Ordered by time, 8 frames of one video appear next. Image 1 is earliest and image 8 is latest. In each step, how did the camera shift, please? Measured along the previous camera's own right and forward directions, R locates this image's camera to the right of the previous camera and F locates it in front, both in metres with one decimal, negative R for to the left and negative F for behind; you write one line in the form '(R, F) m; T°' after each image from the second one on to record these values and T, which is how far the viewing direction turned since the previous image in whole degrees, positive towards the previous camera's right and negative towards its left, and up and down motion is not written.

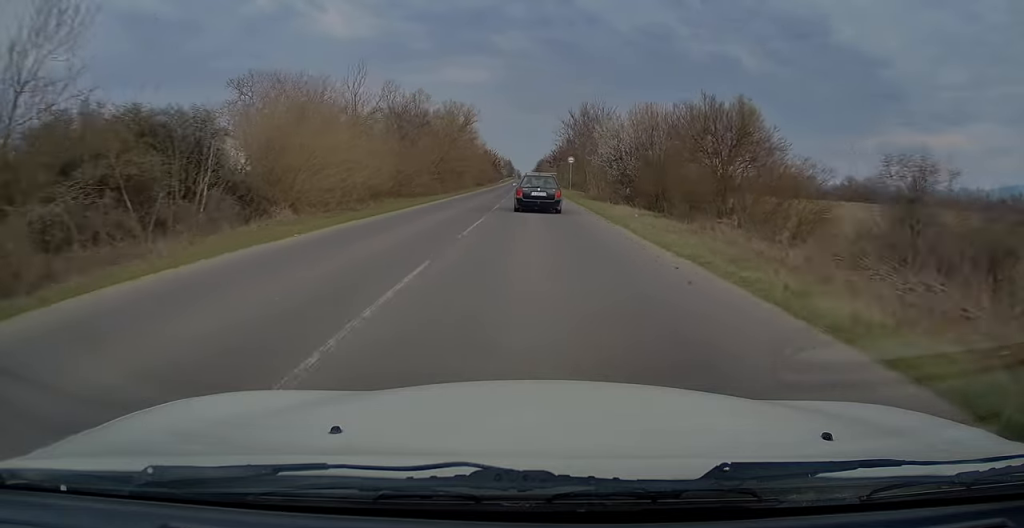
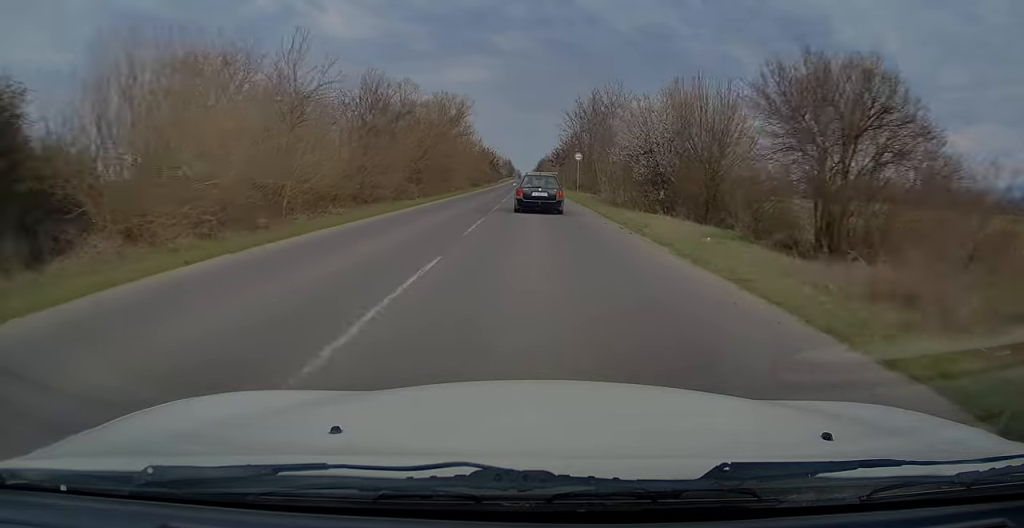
(0.0, +9.0) m; 0°
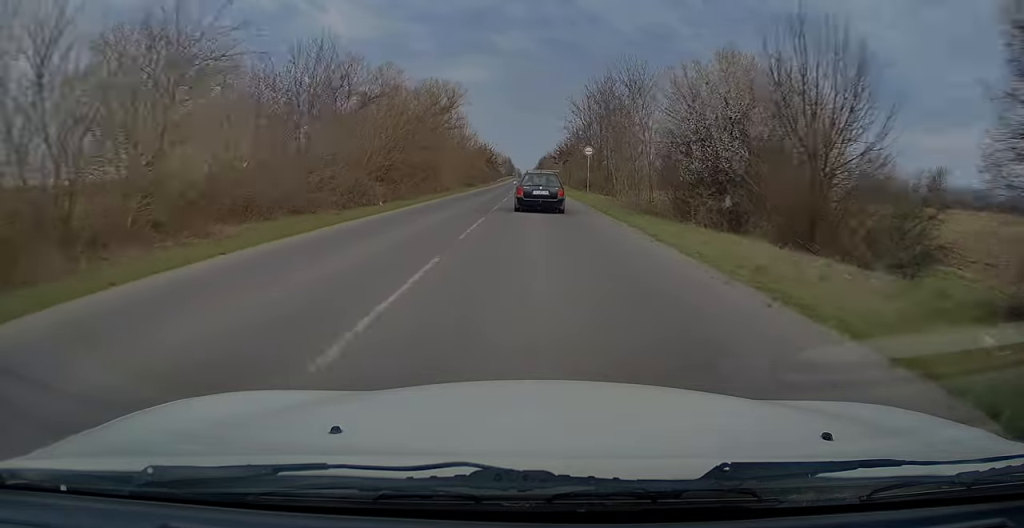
(0.0, +9.0) m; 0°
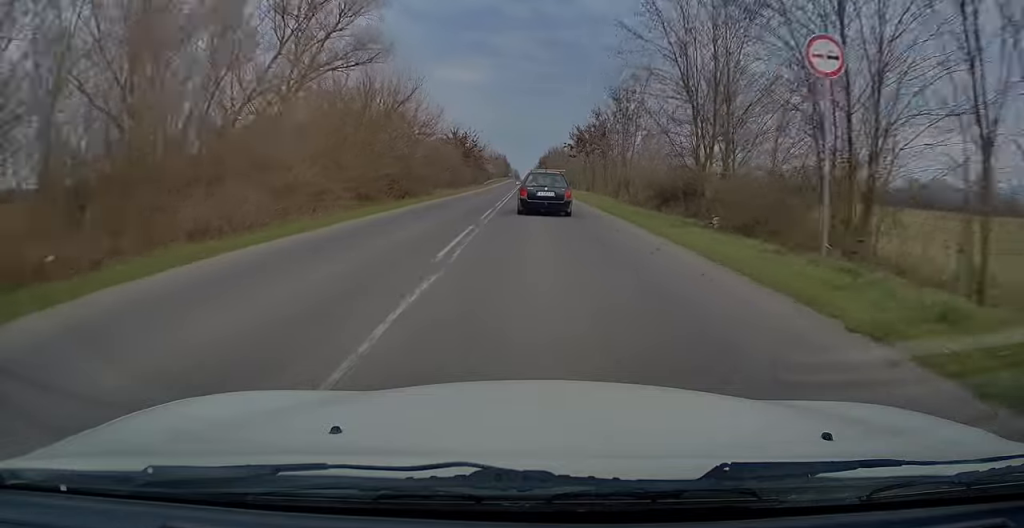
(+0.1, +38.5) m; 0°
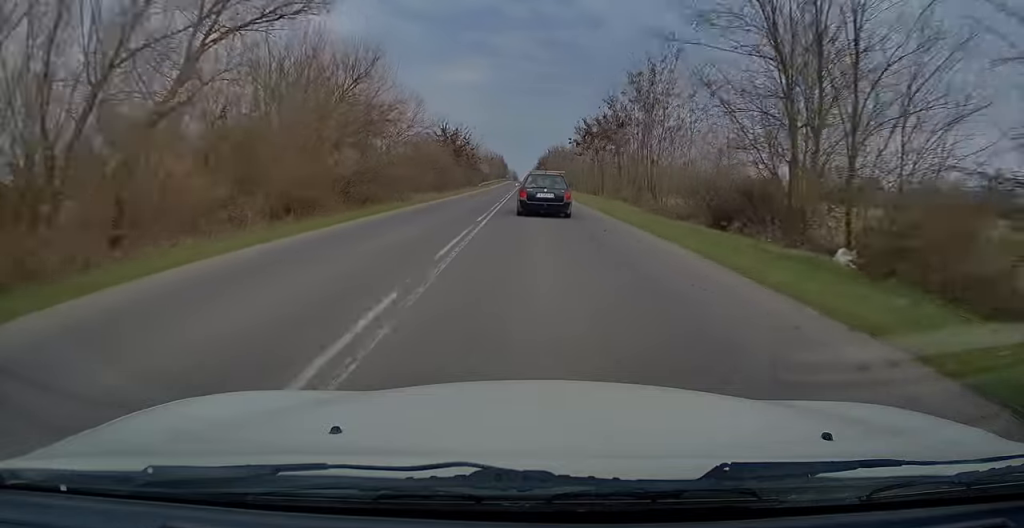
(0.0, +9.2) m; 0°
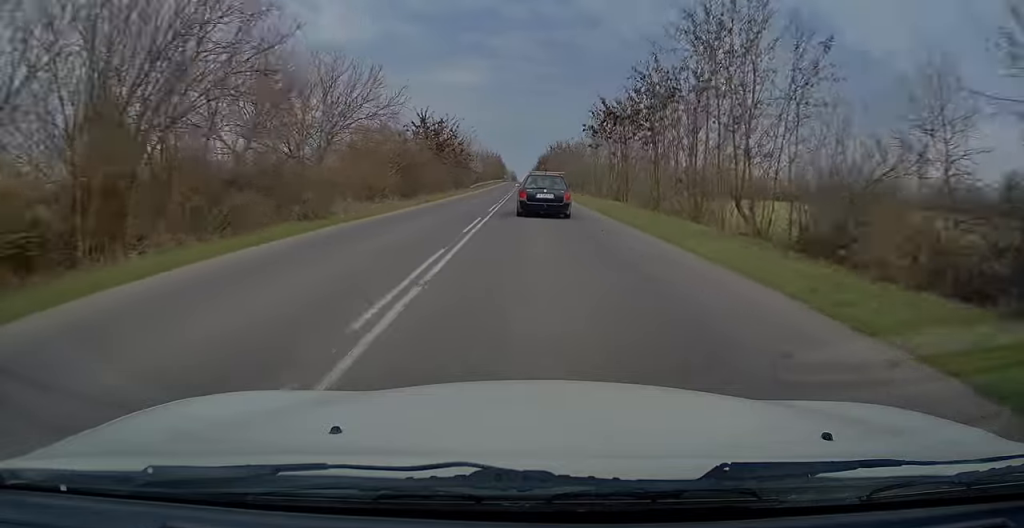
(-0.1, +13.2) m; 0°
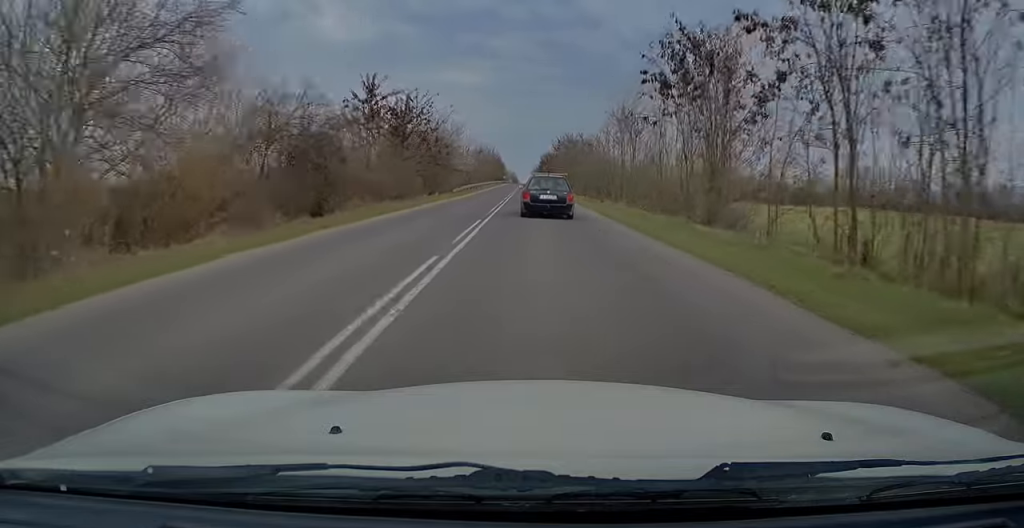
(+0.1, +19.2) m; 0°
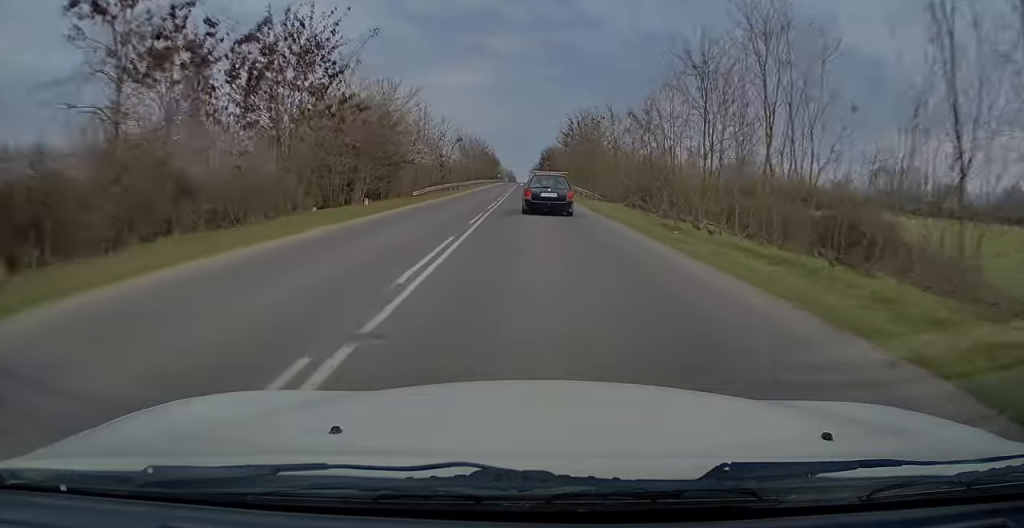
(0.0, +23.3) m; 0°
